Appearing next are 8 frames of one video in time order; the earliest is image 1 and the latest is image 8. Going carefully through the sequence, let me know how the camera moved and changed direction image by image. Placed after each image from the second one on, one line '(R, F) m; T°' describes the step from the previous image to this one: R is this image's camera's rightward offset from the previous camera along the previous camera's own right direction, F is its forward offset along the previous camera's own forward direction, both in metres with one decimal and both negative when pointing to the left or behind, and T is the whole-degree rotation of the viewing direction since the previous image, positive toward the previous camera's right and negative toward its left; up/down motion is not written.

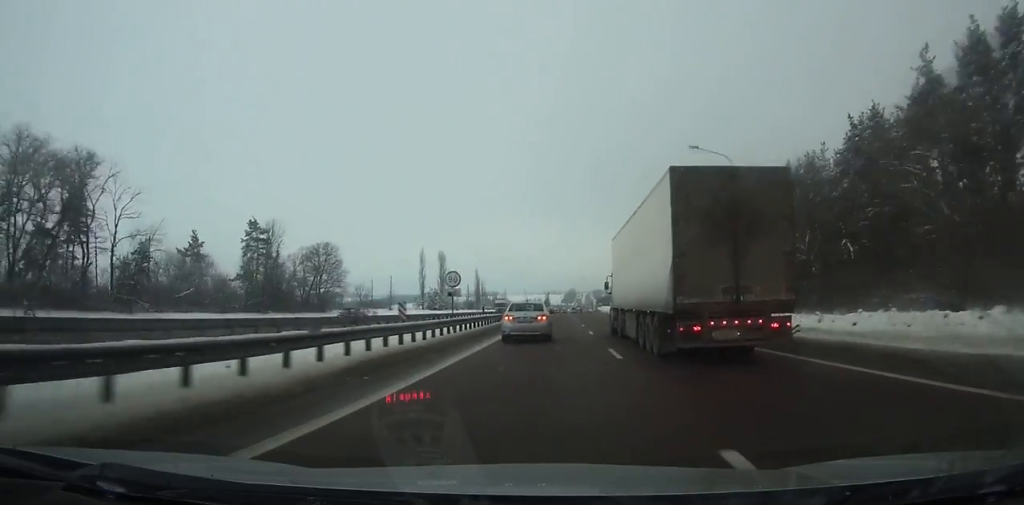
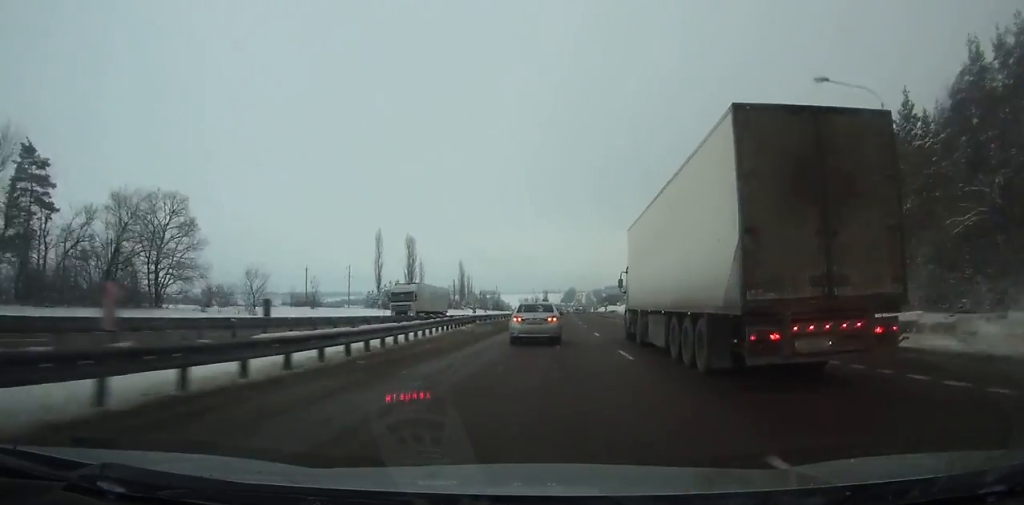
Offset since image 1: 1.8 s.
(-0.1, +48.6) m; 0°
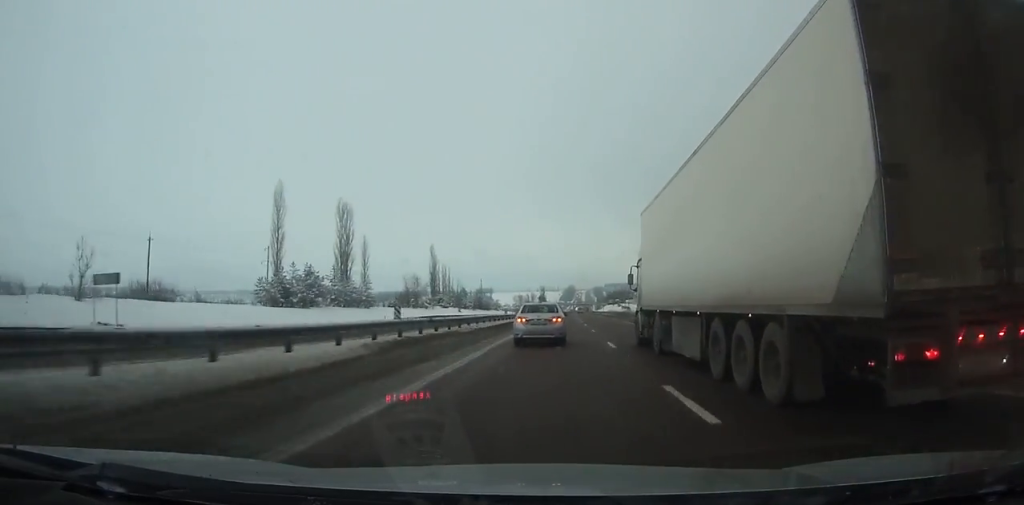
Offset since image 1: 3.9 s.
(-0.1, +56.4) m; 0°
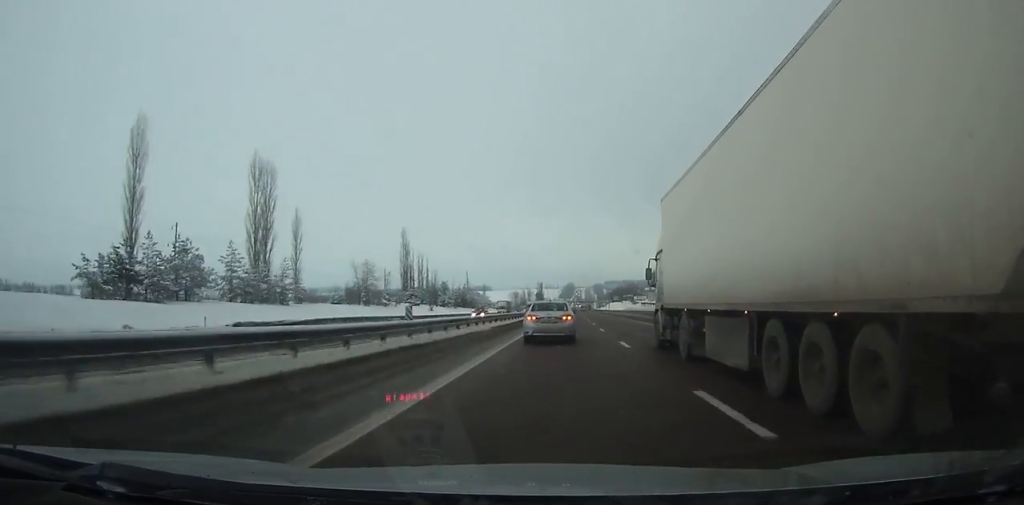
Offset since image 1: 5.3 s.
(0.0, +37.3) m; 0°
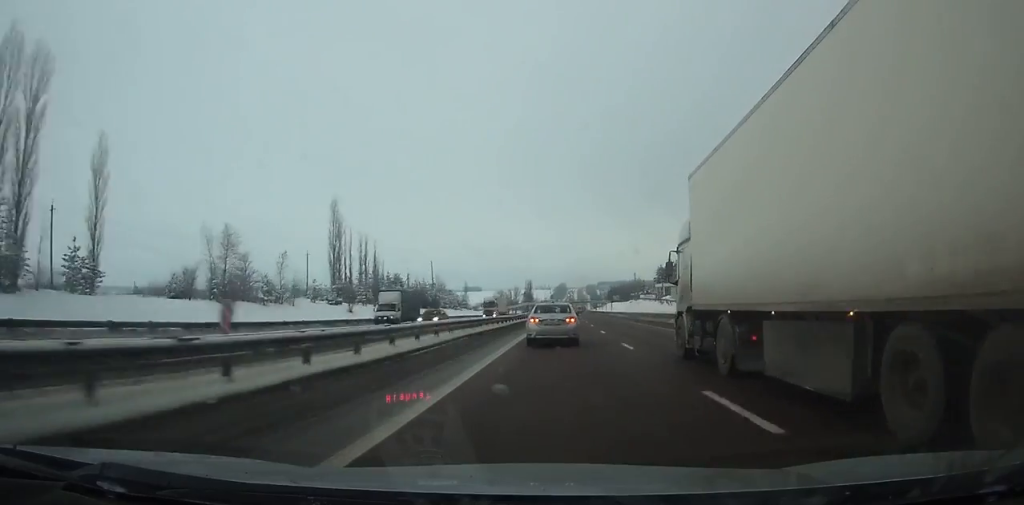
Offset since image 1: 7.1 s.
(+0.1, +47.9) m; 0°
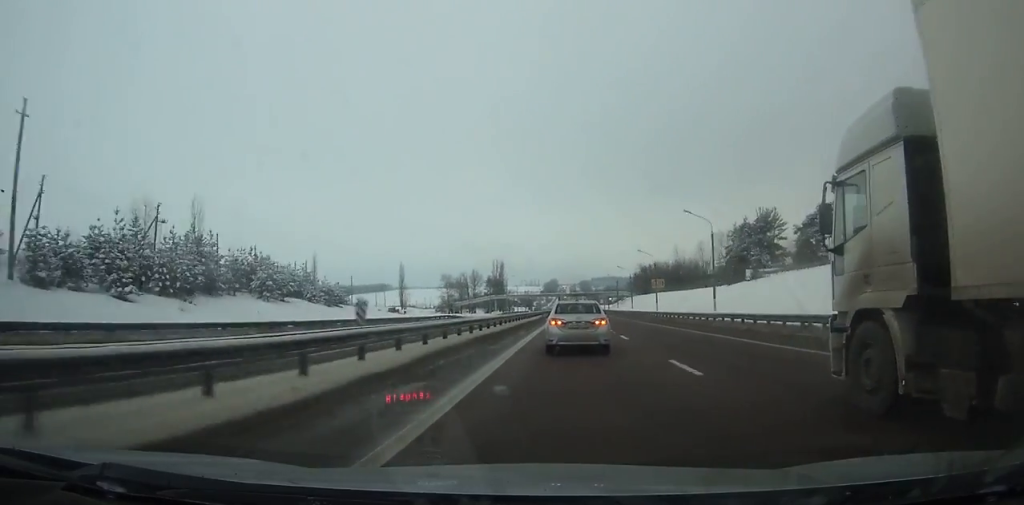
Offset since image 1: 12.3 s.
(+1.2, +137.8) m; +1°
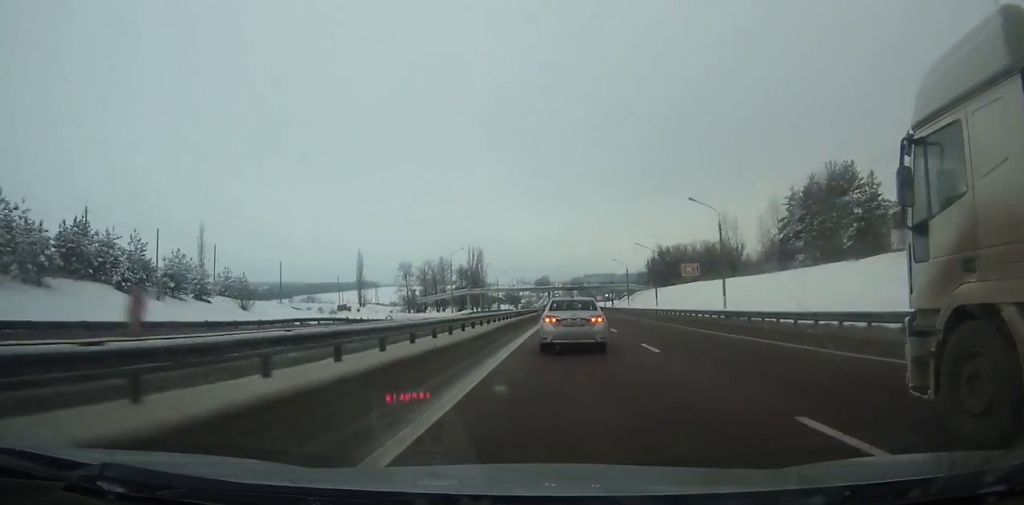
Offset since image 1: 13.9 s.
(+0.3, +42.2) m; 0°
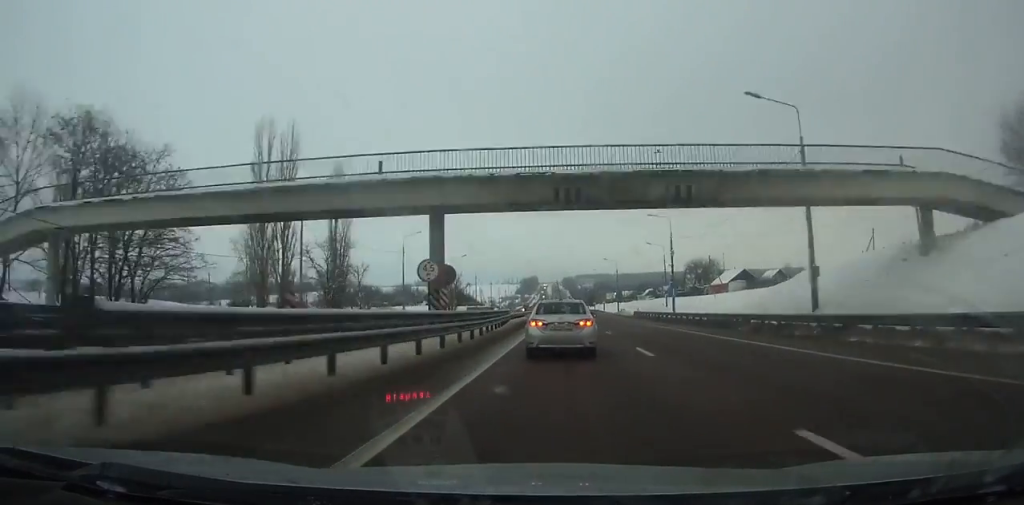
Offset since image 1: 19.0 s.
(+0.9, +133.5) m; +1°
